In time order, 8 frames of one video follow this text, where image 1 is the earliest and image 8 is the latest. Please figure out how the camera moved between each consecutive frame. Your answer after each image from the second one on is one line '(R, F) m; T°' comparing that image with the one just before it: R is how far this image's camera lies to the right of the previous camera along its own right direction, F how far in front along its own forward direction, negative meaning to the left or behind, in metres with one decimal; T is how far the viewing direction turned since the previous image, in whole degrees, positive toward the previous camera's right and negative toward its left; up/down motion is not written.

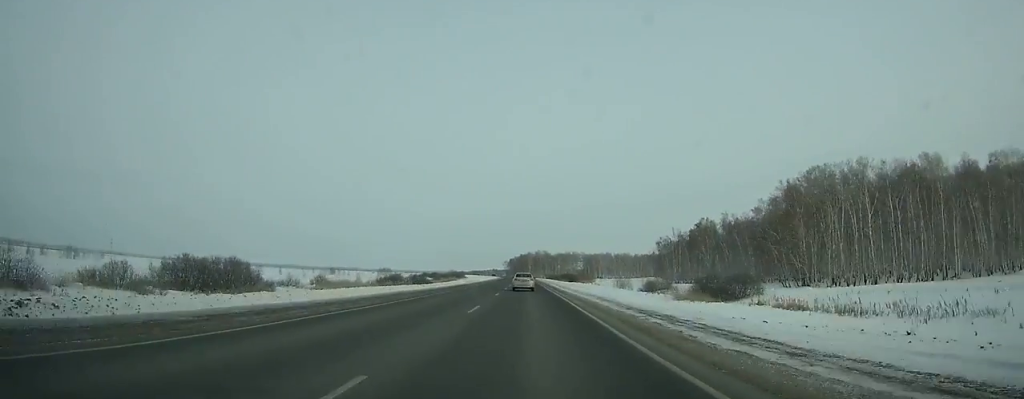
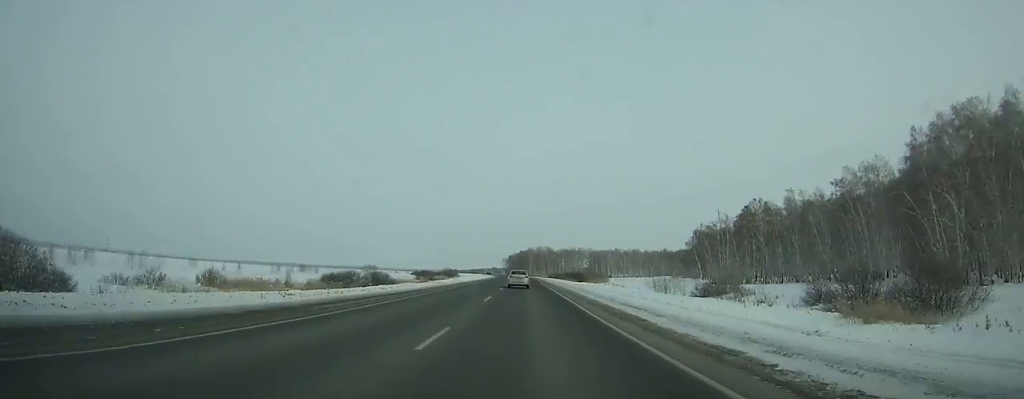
(-0.1, +42.9) m; 0°
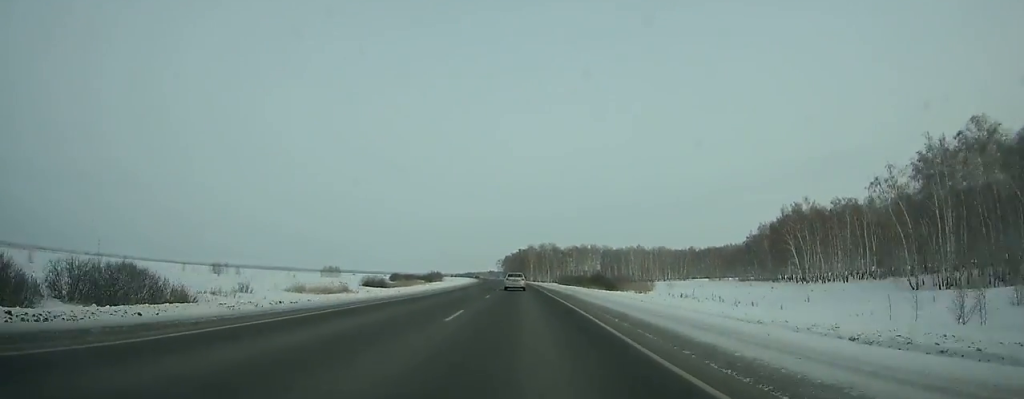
(0.0, +76.0) m; 0°
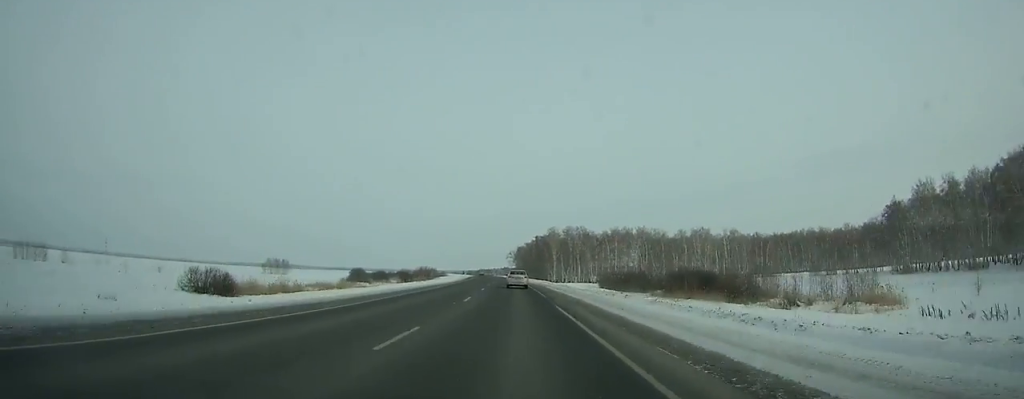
(-0.6, +85.3) m; -2°
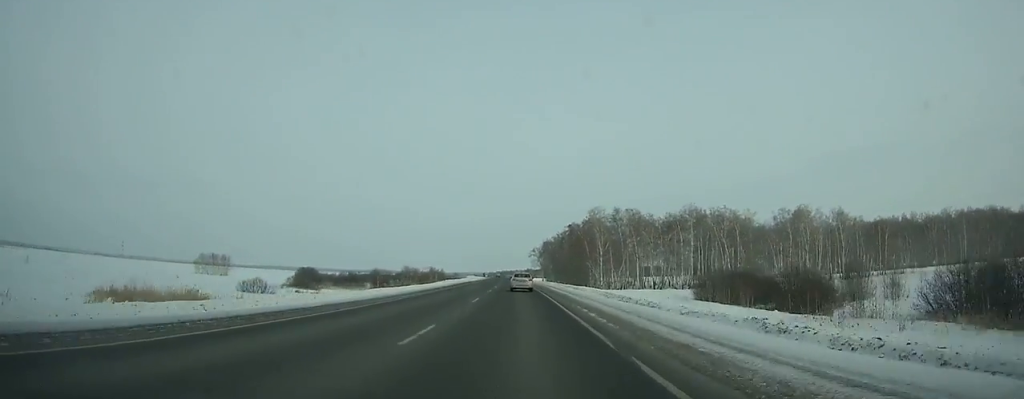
(-1.0, +63.4) m; -2°
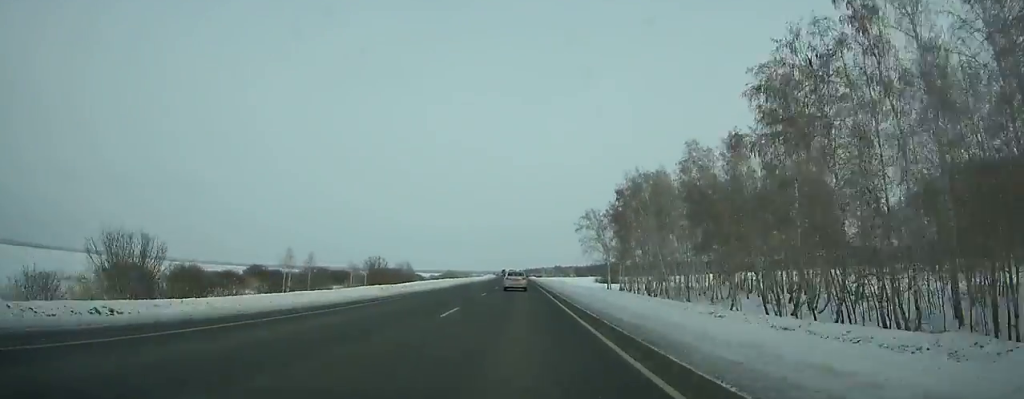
(-2.8, +138.5) m; -1°
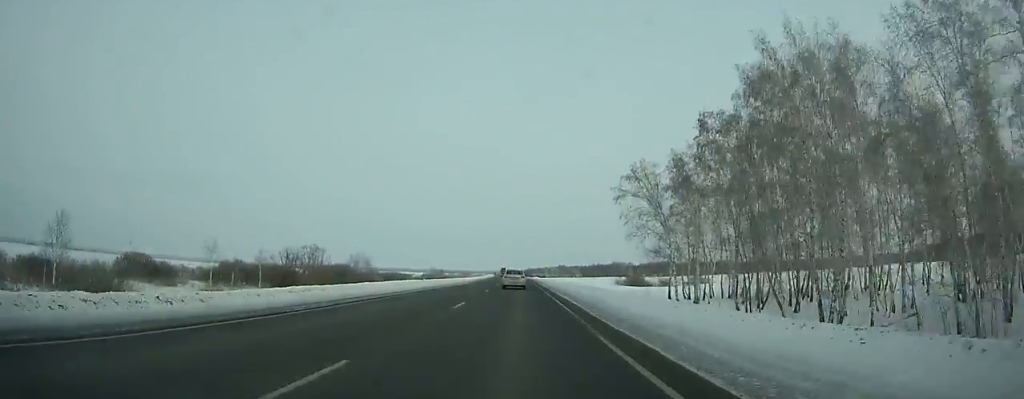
(-0.1, +45.6) m; 0°
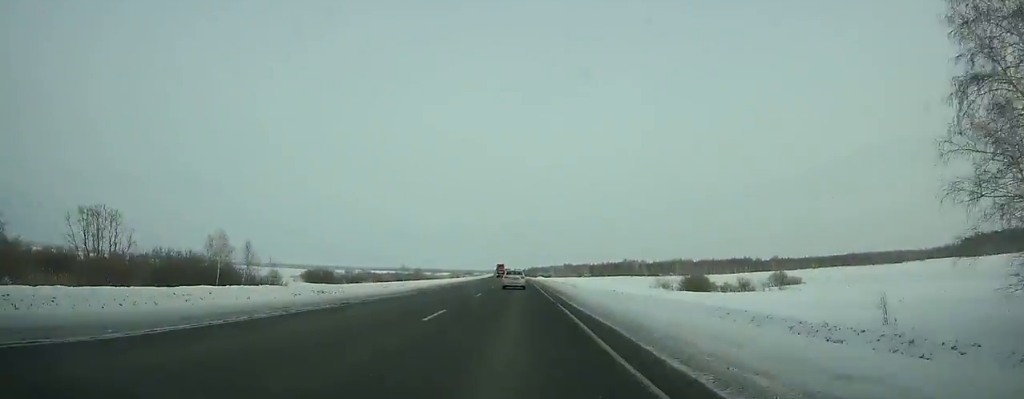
(0.0, +53.3) m; 0°
